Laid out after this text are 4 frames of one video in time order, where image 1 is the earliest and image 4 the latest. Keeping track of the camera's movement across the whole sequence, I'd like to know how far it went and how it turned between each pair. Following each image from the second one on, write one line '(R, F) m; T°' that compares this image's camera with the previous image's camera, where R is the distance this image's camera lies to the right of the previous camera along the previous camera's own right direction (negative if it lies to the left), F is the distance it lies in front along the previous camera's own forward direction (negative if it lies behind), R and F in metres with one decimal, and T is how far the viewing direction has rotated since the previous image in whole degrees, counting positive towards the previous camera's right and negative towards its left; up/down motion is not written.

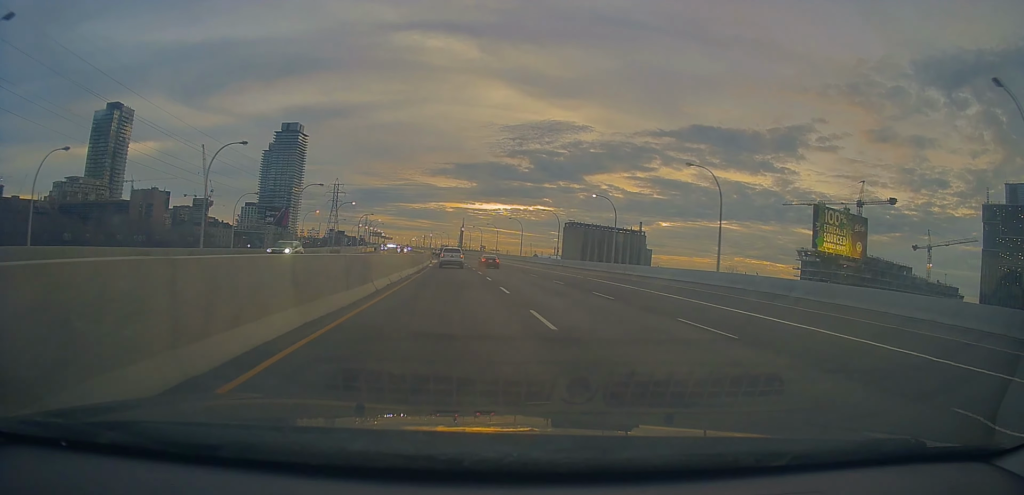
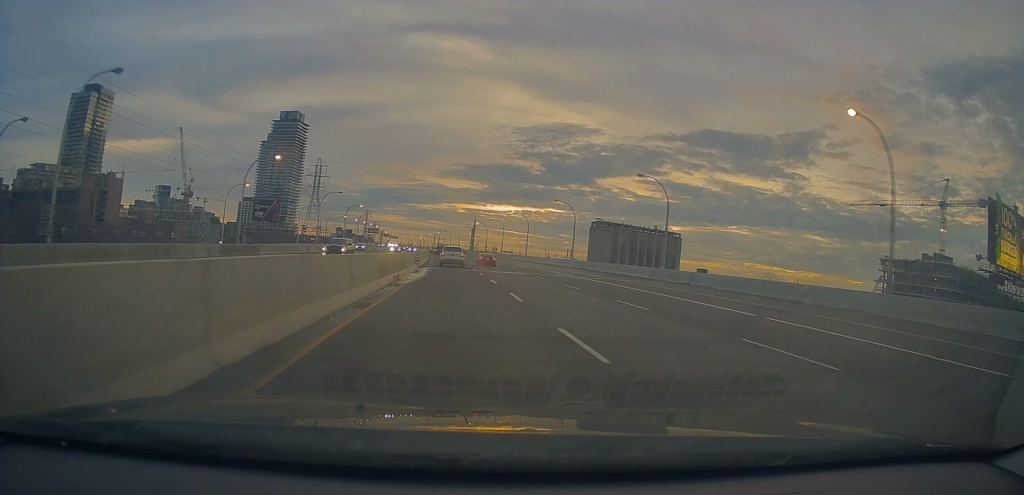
(+0.1, +47.4) m; -2°
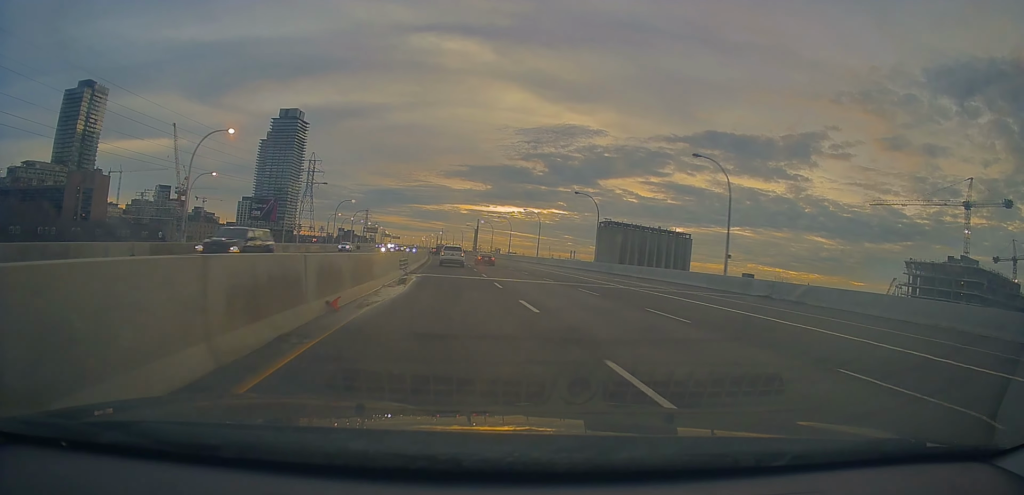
(-0.1, +12.0) m; 0°
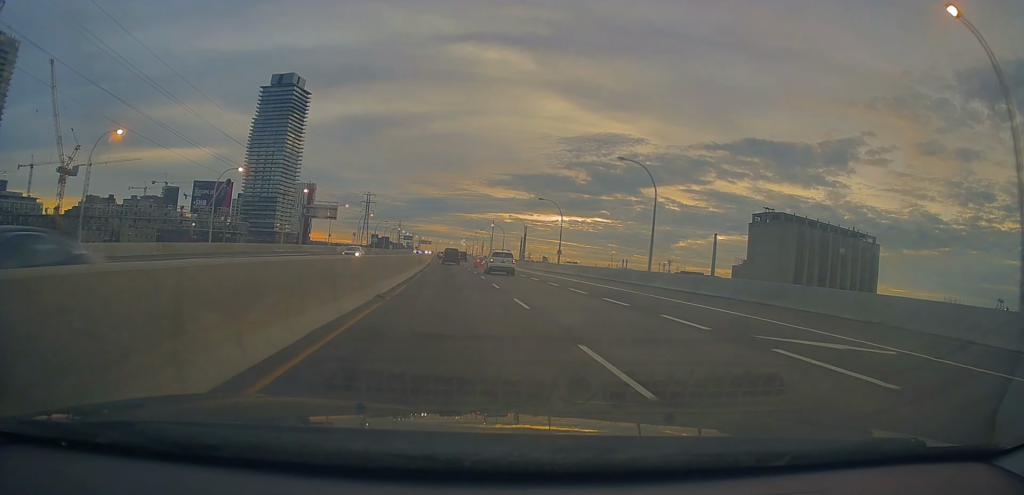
(-2.9, +140.3) m; -4°
